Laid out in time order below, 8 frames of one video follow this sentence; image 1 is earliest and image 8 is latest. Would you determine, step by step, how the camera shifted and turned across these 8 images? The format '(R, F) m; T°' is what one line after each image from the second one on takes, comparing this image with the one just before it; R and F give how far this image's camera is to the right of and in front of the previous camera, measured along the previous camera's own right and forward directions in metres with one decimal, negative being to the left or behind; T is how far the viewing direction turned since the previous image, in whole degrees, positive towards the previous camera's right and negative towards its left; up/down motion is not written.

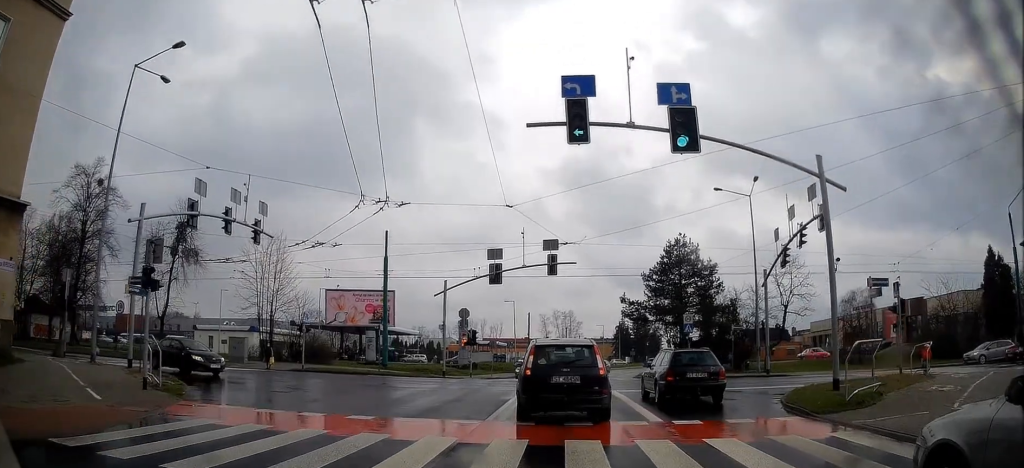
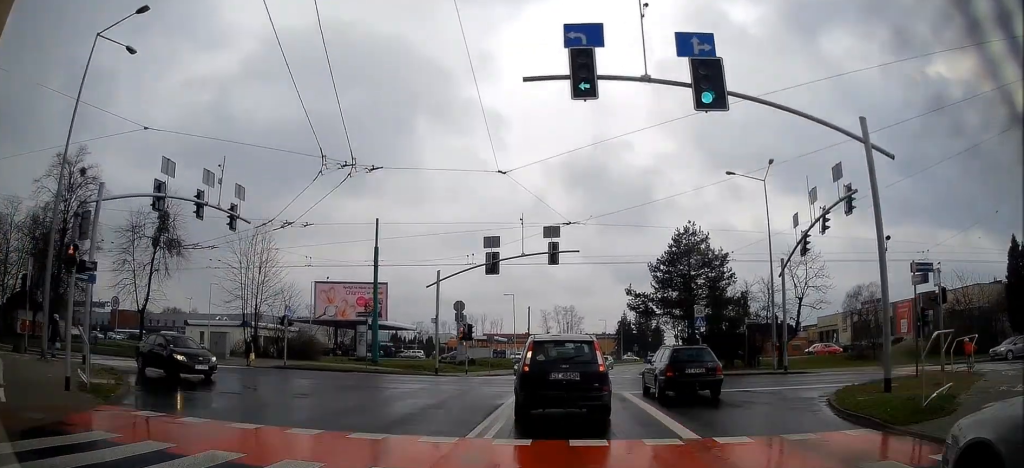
(-0.1, +1.9) m; +2°
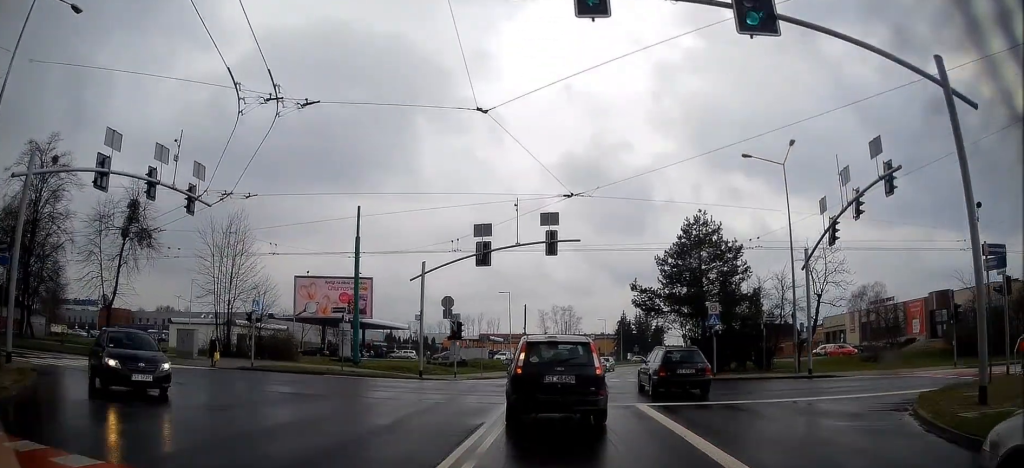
(+0.4, +3.1) m; 0°
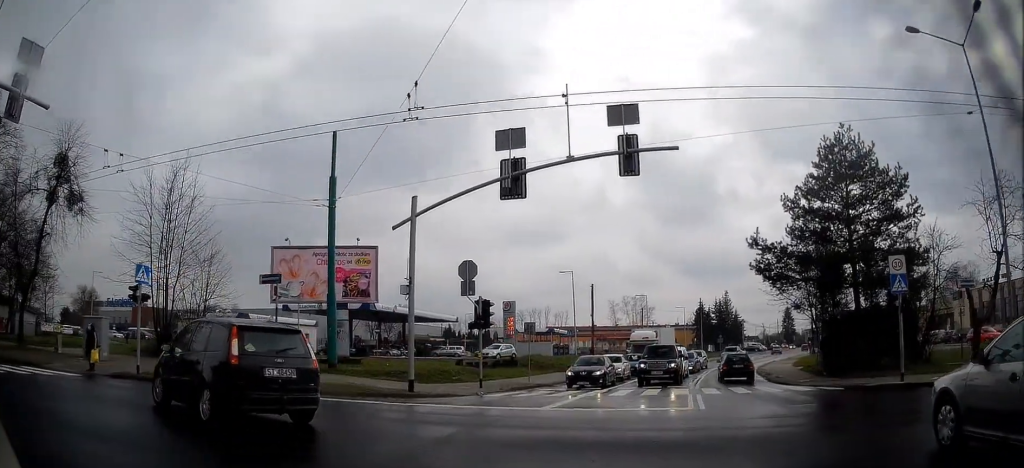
(-2.0, +14.8) m; -16°
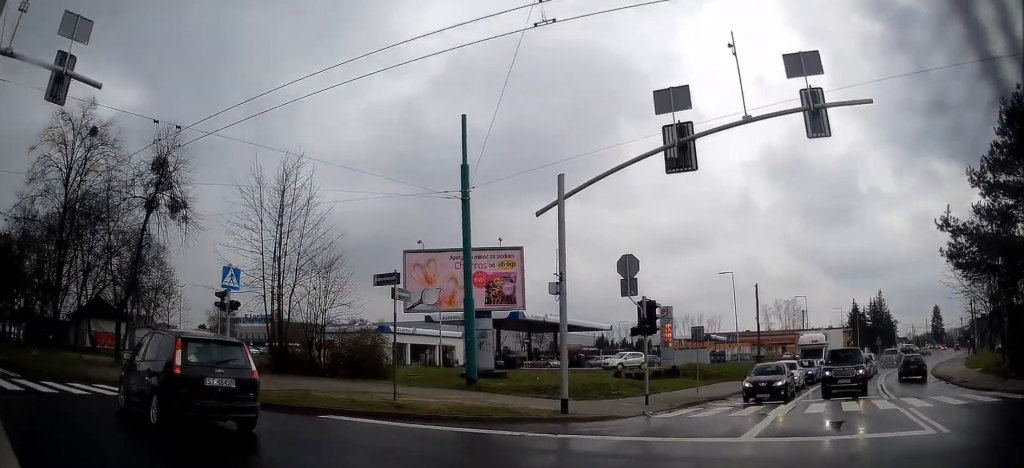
(-0.2, +4.3) m; -9°
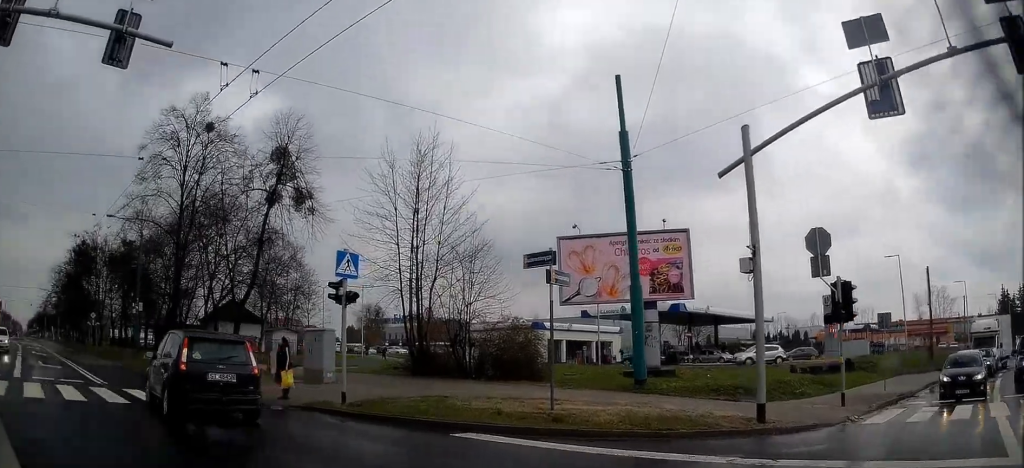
(0.0, +3.5) m; -12°
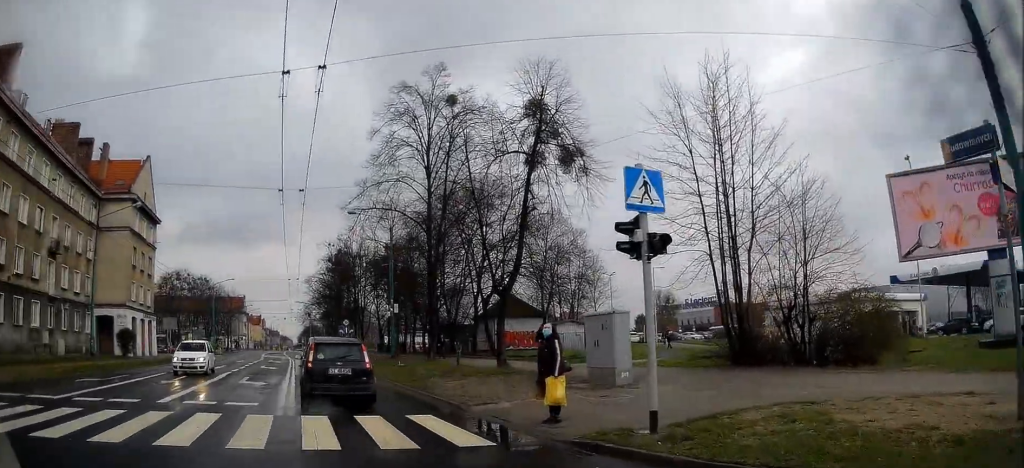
(-1.5, +6.0) m; -26°
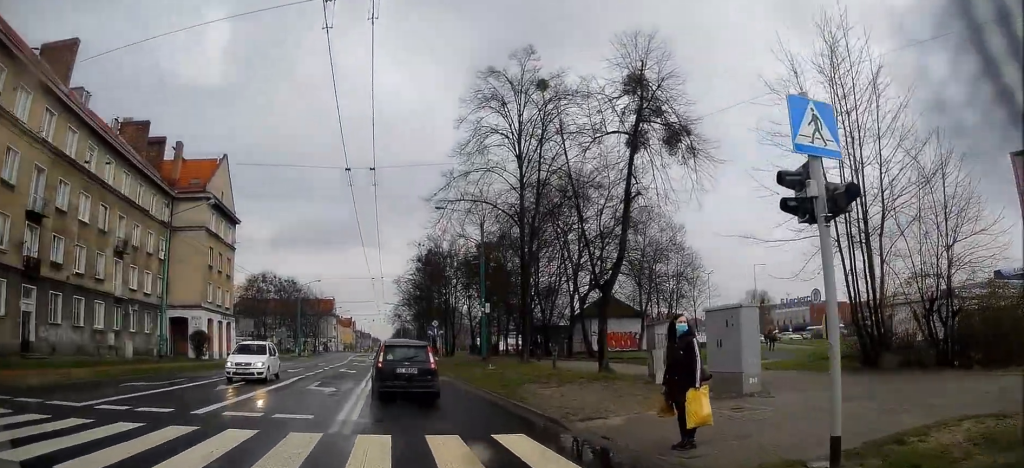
(-0.3, +2.4) m; -9°
